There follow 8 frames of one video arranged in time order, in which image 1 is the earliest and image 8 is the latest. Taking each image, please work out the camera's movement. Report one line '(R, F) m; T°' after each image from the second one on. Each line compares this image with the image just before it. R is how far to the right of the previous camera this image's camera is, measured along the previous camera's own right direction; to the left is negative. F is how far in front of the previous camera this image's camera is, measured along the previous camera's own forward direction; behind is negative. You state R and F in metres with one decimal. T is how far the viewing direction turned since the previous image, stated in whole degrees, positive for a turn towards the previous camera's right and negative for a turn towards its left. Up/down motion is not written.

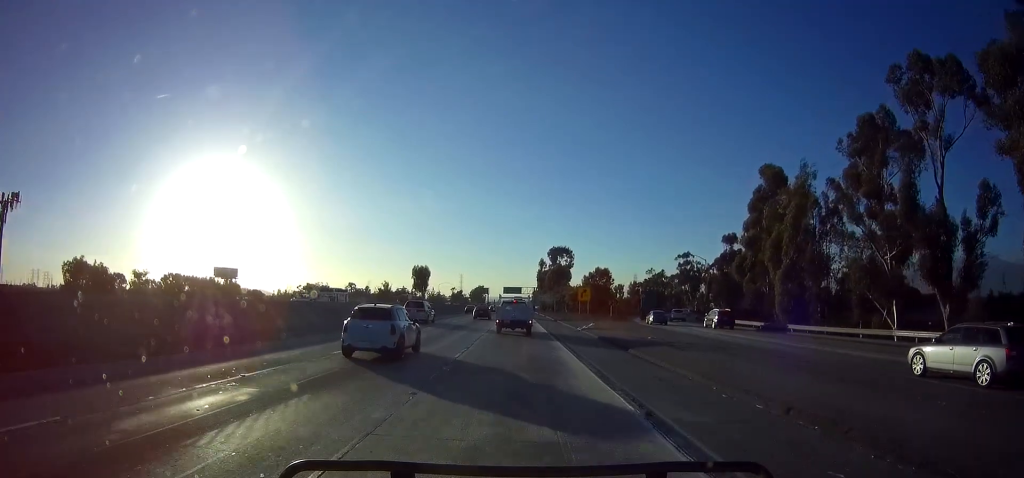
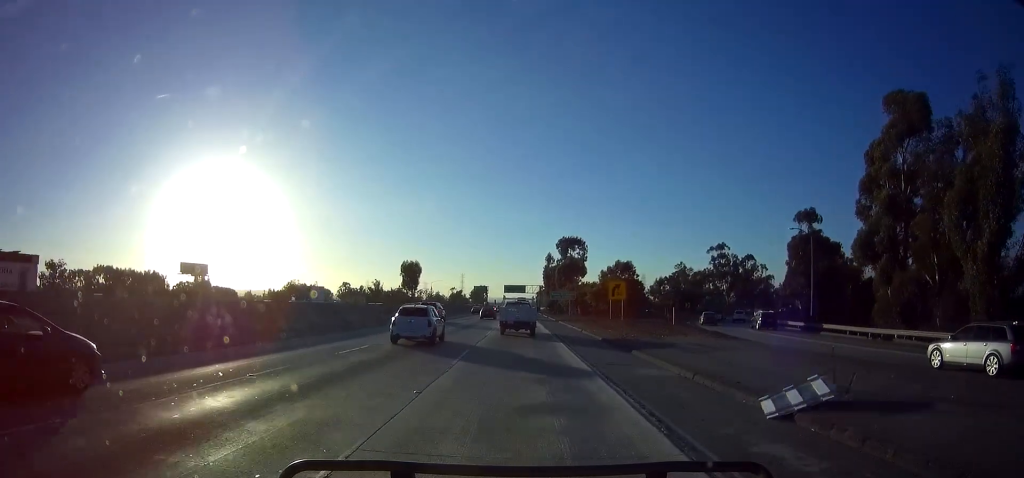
(+0.2, +29.0) m; 0°
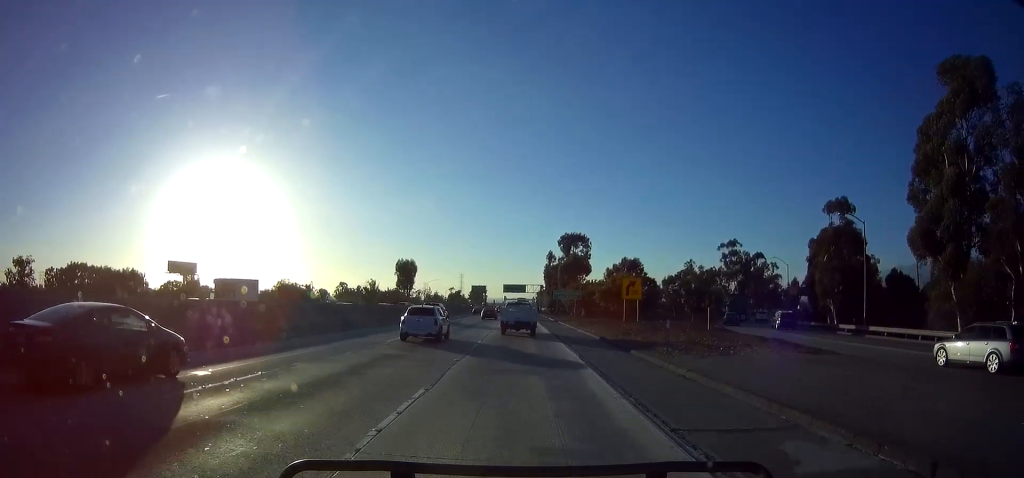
(-0.1, +8.6) m; 0°
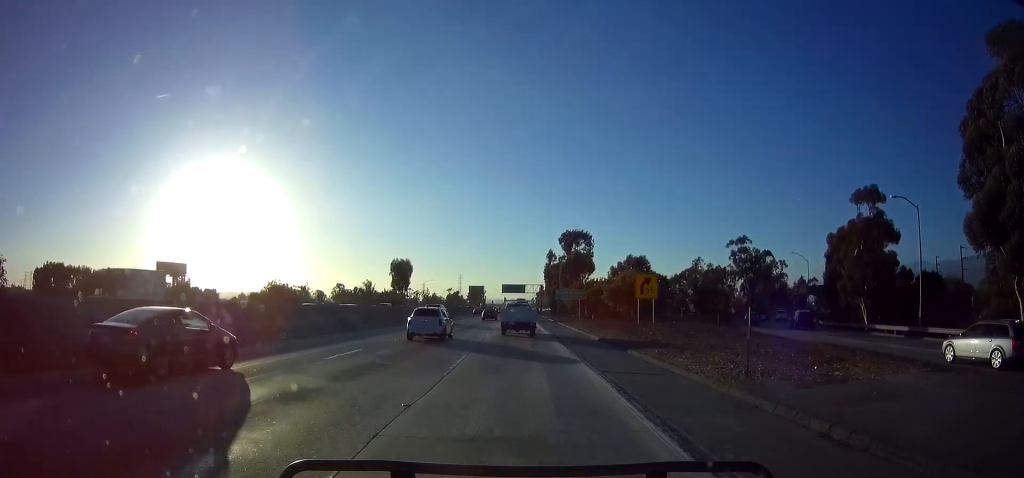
(-0.1, +7.0) m; 0°
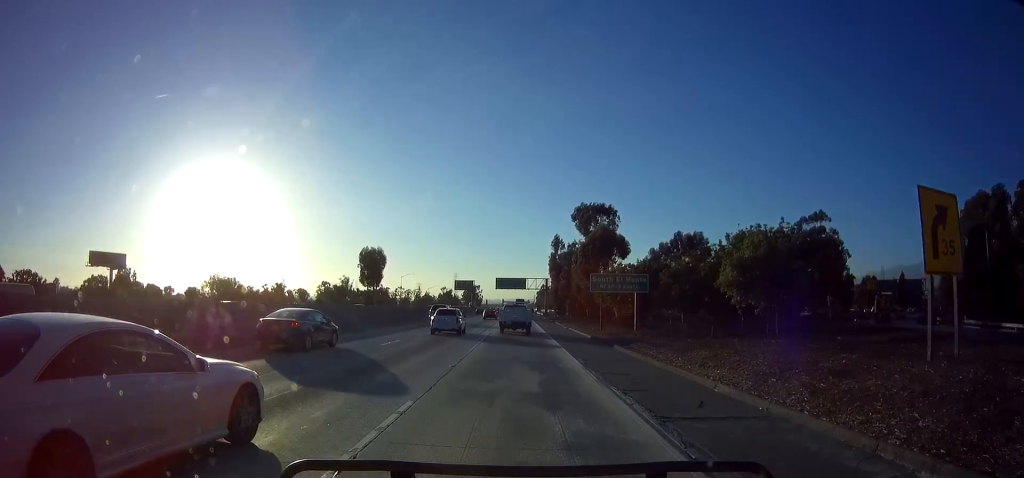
(-0.3, +37.6) m; -1°
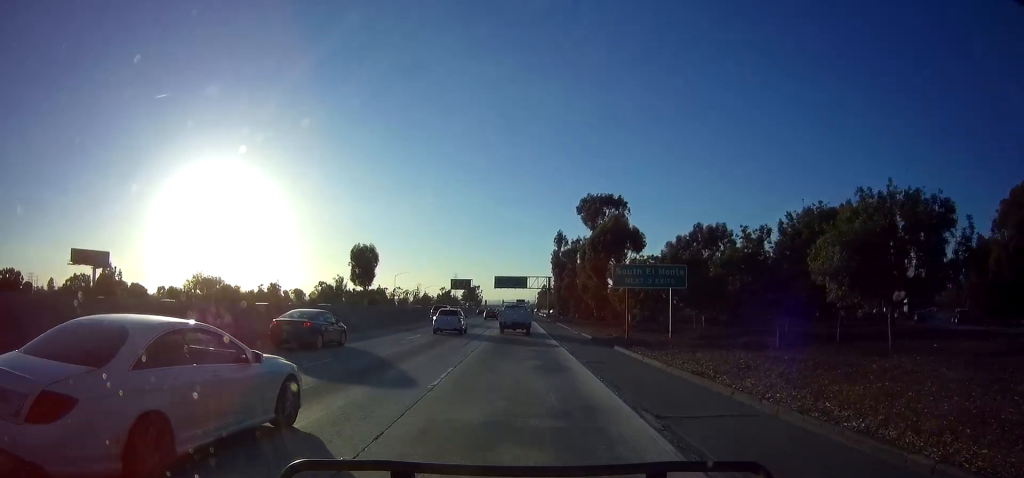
(+0.2, +9.1) m; 0°
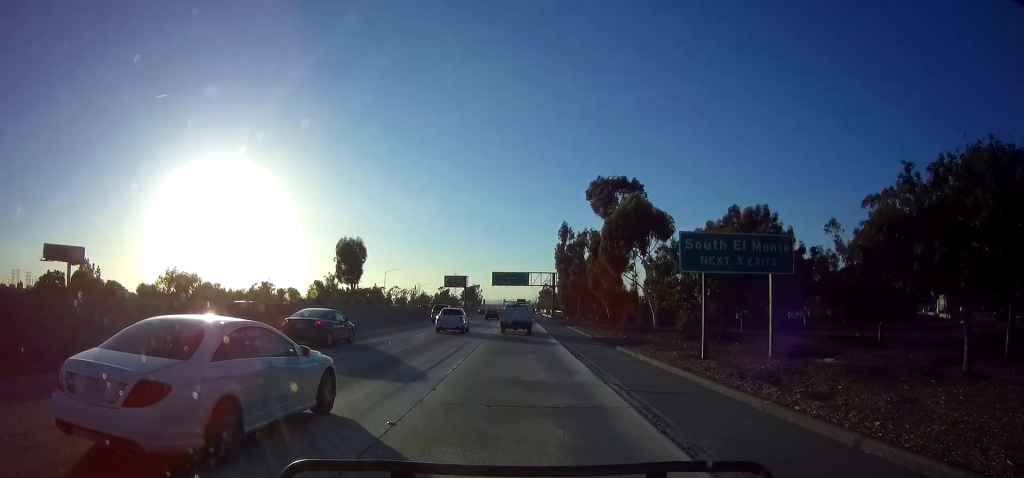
(-0.1, +12.7) m; 0°
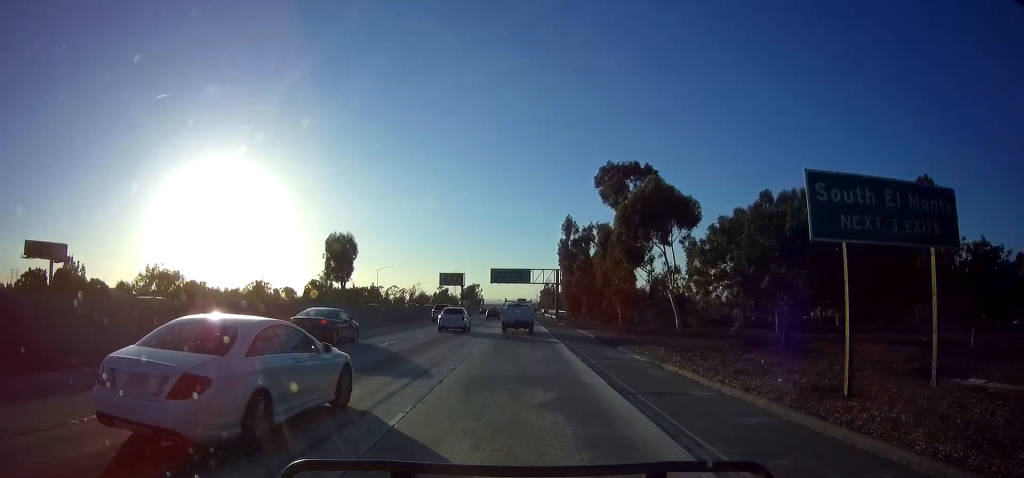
(0.0, +8.3) m; 0°
